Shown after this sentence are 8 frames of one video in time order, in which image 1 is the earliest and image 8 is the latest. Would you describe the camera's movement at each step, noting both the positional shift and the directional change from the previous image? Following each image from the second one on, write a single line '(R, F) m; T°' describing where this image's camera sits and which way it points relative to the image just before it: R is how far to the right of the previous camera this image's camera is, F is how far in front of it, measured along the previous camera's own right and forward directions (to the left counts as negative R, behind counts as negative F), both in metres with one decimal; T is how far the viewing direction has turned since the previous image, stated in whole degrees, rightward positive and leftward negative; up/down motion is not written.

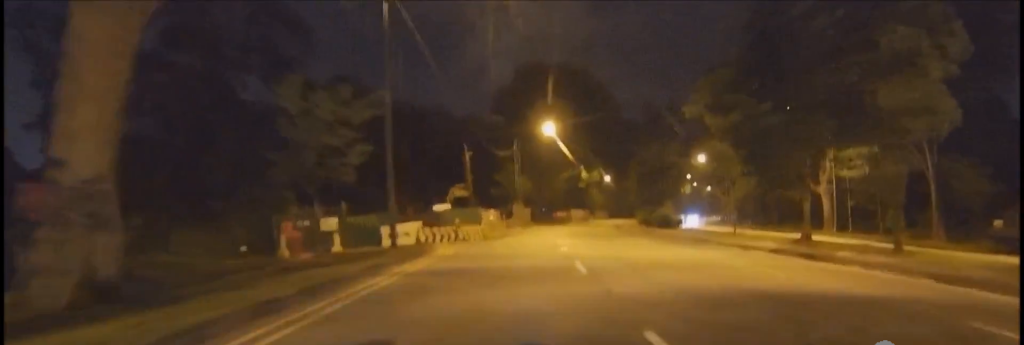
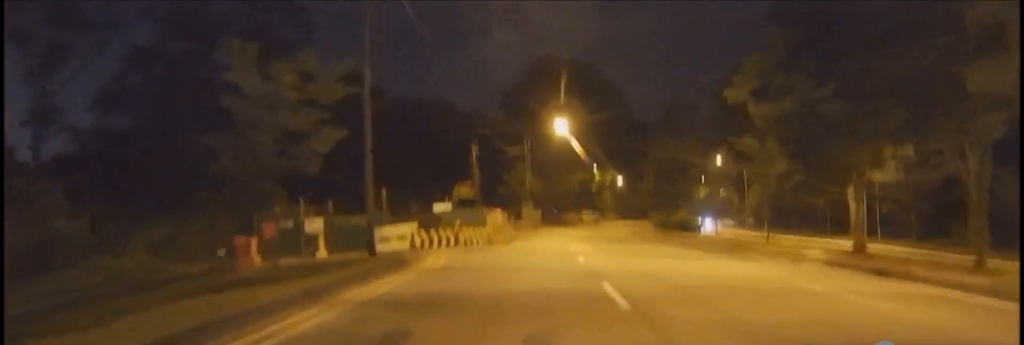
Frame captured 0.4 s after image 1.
(+0.1, +3.2) m; -4°
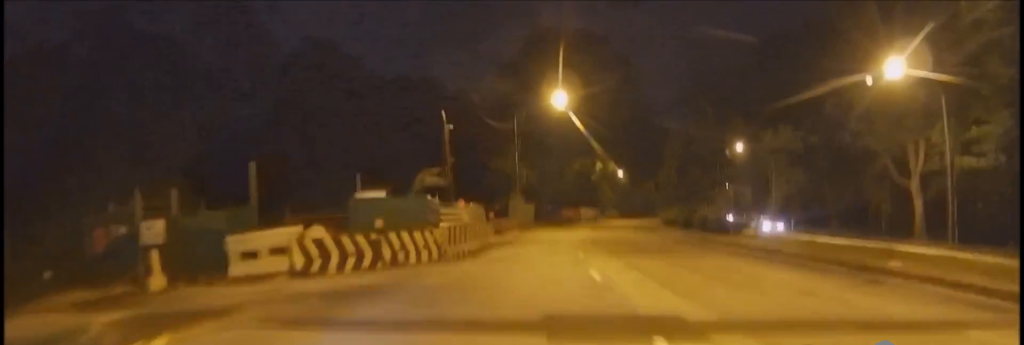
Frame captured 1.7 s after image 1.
(-1.2, +11.6) m; 0°
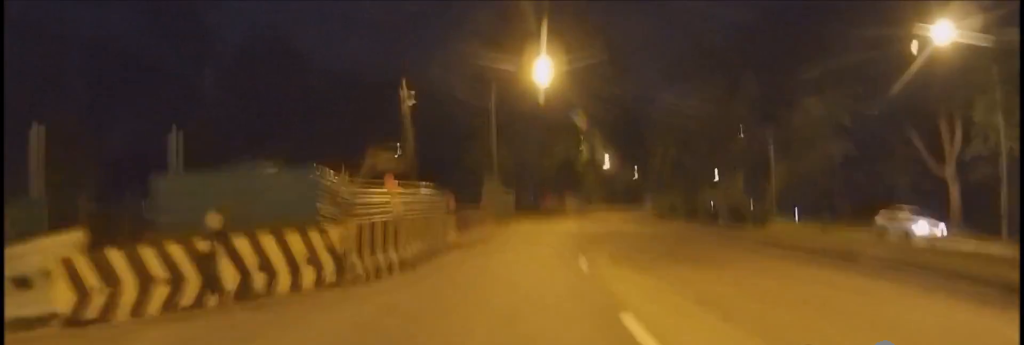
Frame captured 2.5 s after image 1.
(+1.0, +6.8) m; +7°
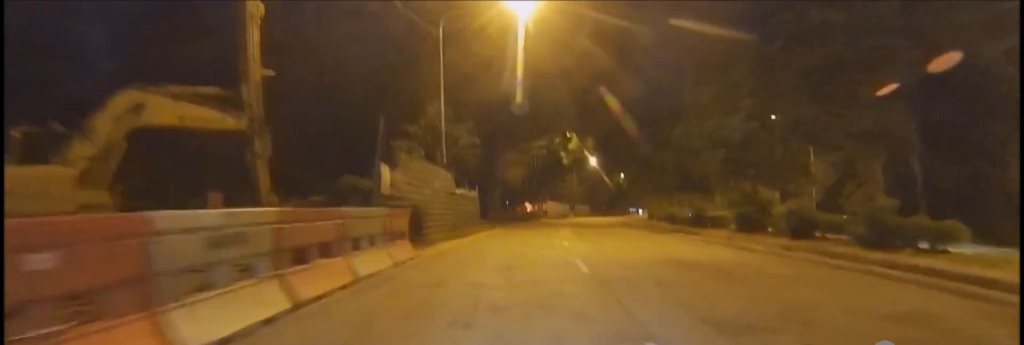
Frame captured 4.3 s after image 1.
(+0.4, +15.6) m; +2°
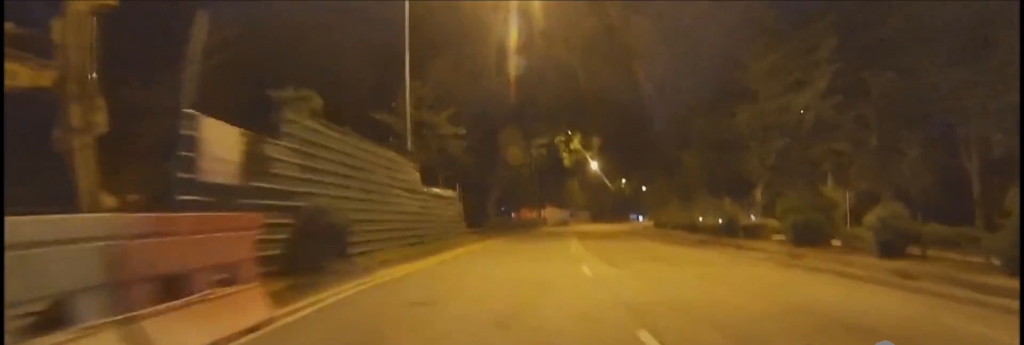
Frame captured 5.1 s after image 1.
(0.0, +6.5) m; 0°
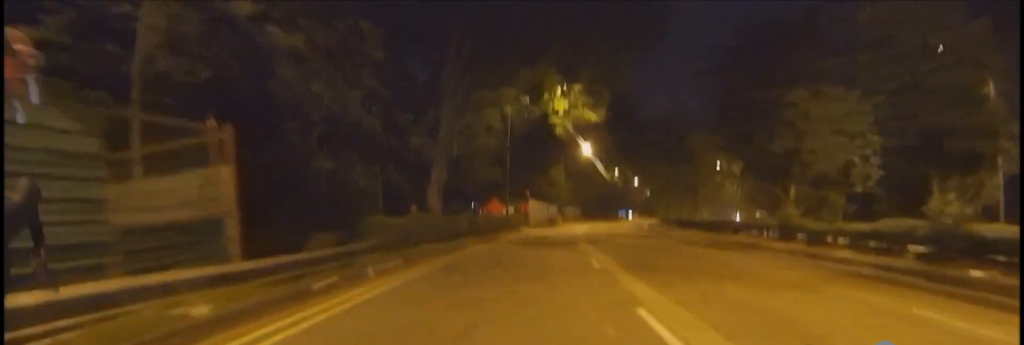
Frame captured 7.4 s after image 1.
(+2.0, +19.7) m; +10°
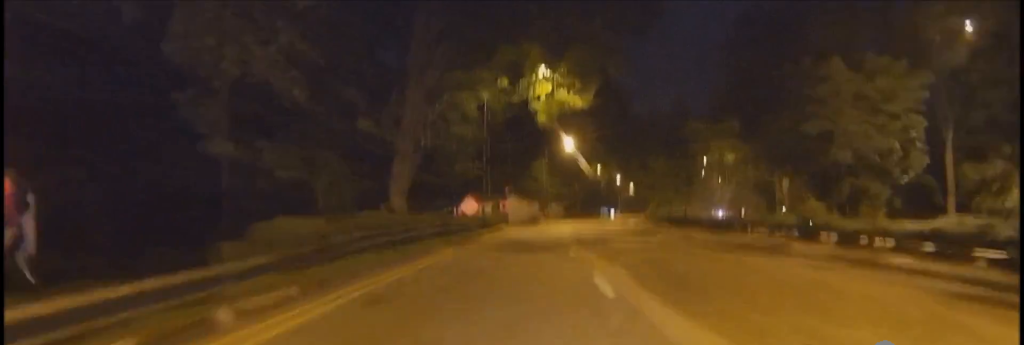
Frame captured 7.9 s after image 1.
(+0.1, +3.9) m; -1°
